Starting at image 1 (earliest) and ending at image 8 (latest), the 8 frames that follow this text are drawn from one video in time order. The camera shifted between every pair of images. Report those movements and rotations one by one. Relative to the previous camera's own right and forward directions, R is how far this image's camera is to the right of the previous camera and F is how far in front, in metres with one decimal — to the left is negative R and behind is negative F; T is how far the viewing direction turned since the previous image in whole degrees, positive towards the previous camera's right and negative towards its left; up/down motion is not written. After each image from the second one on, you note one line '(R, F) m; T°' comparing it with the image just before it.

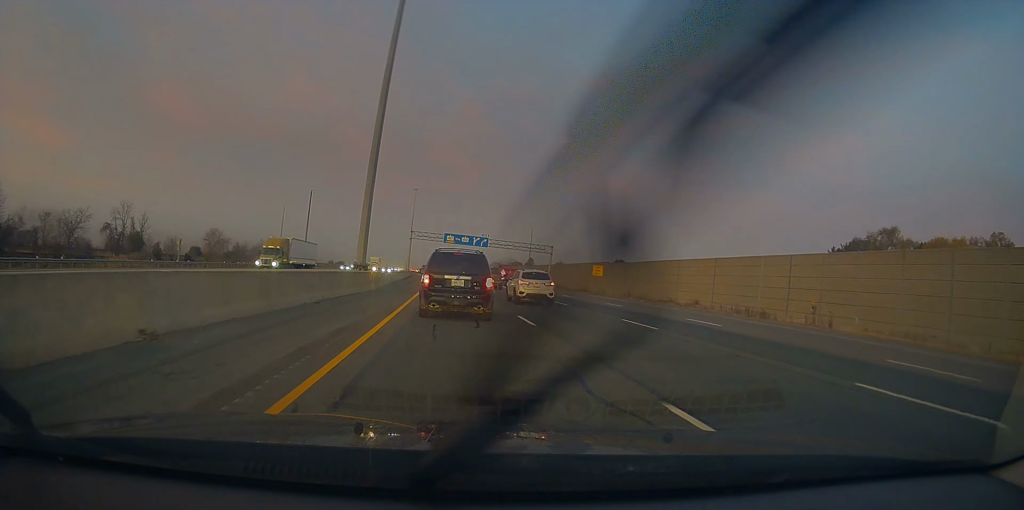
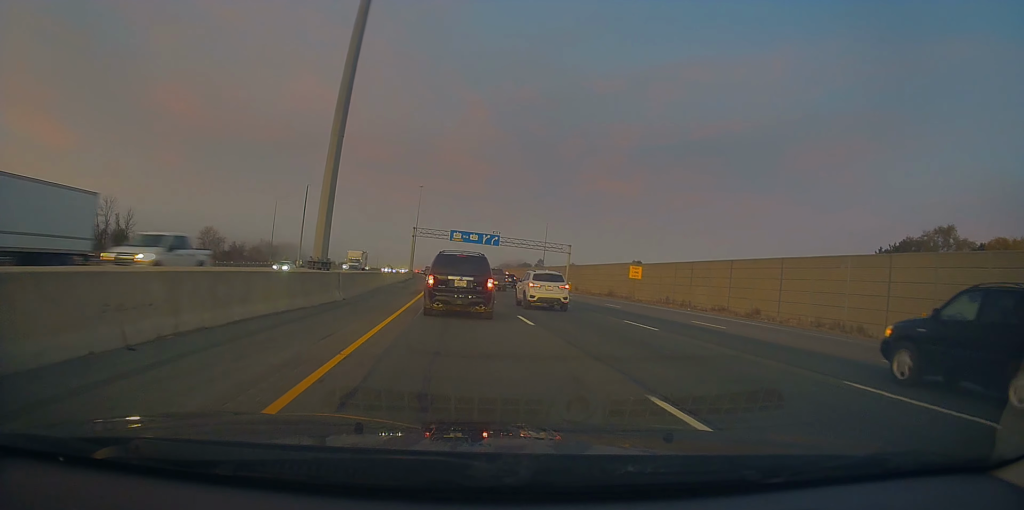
(-0.7, +12.1) m; -3°
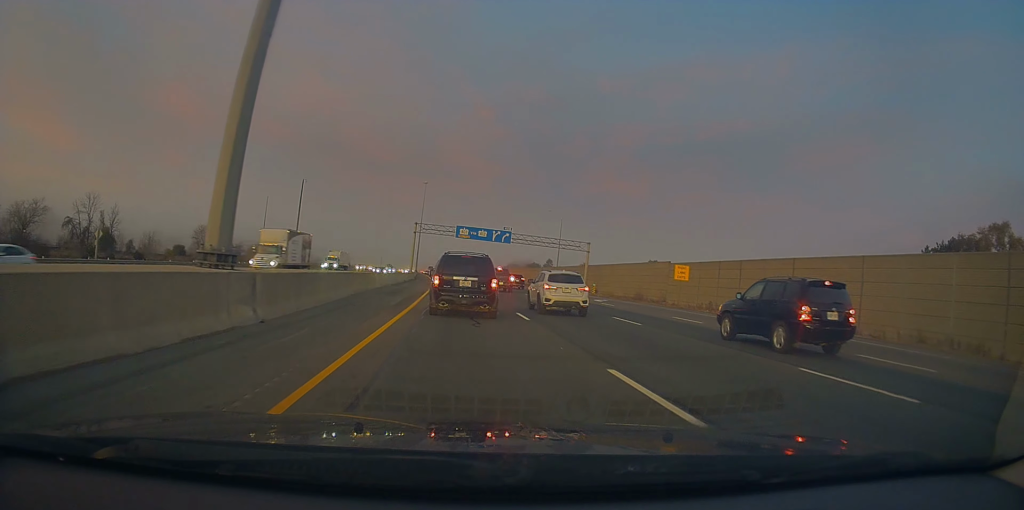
(0.0, +10.2) m; 0°
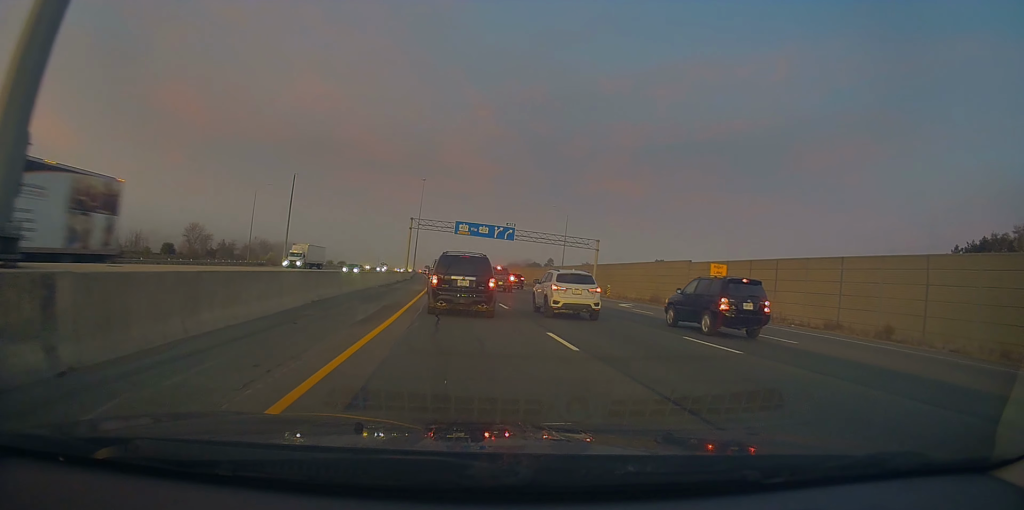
(0.0, +7.1) m; +1°
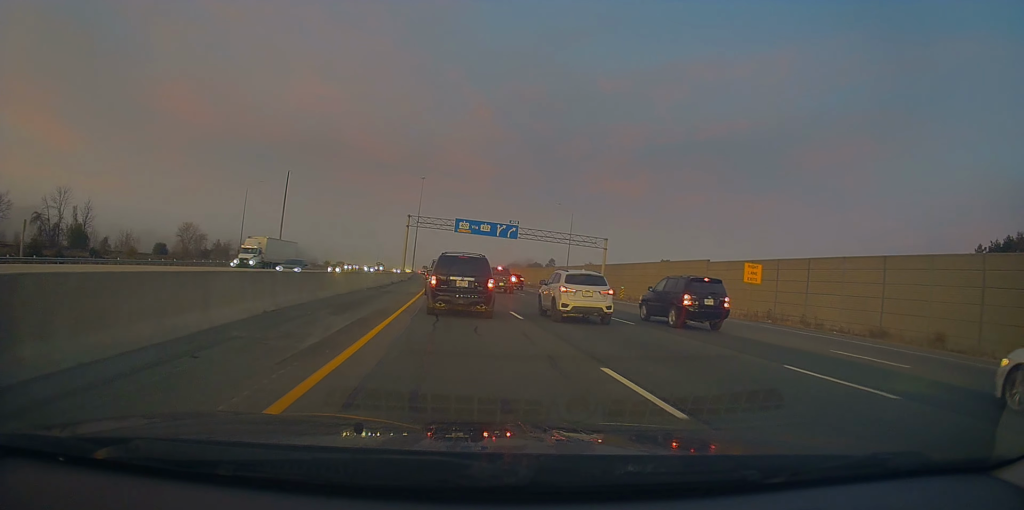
(-0.1, +4.9) m; +3°
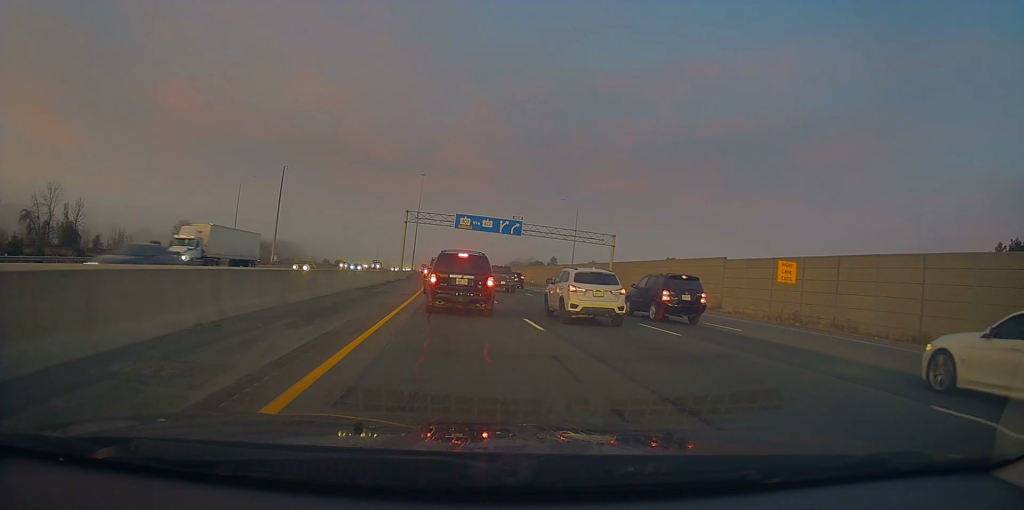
(+0.2, +3.9) m; 0°
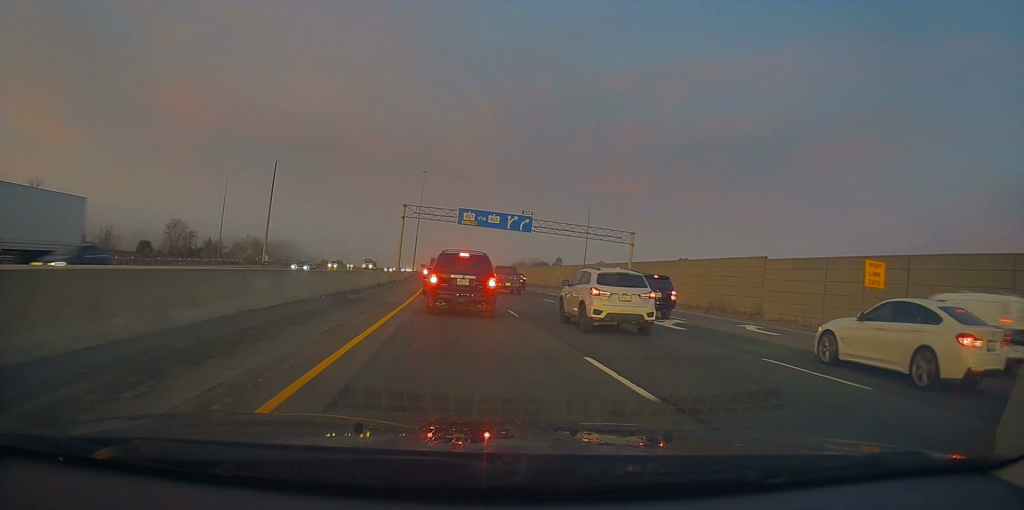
(0.0, +7.6) m; -3°
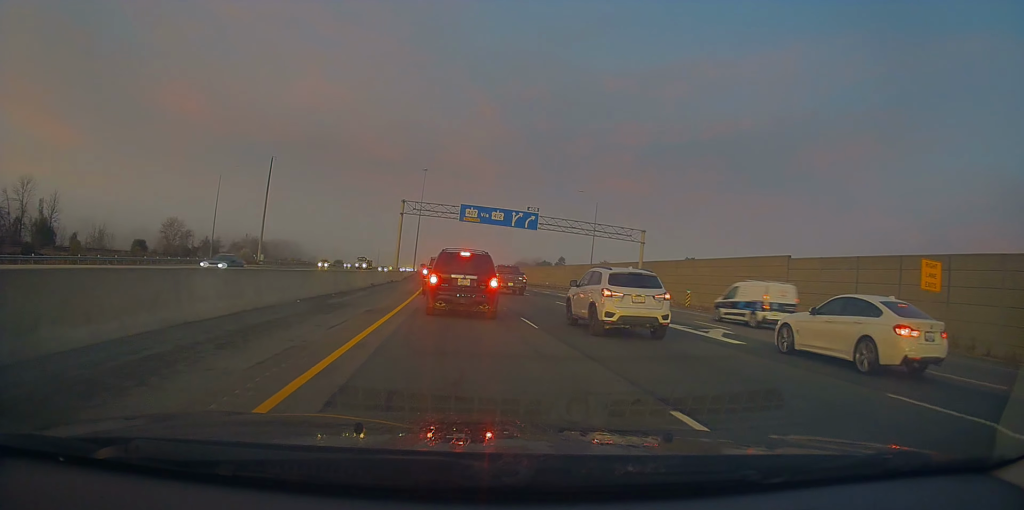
(-0.2, +4.1) m; -3°
